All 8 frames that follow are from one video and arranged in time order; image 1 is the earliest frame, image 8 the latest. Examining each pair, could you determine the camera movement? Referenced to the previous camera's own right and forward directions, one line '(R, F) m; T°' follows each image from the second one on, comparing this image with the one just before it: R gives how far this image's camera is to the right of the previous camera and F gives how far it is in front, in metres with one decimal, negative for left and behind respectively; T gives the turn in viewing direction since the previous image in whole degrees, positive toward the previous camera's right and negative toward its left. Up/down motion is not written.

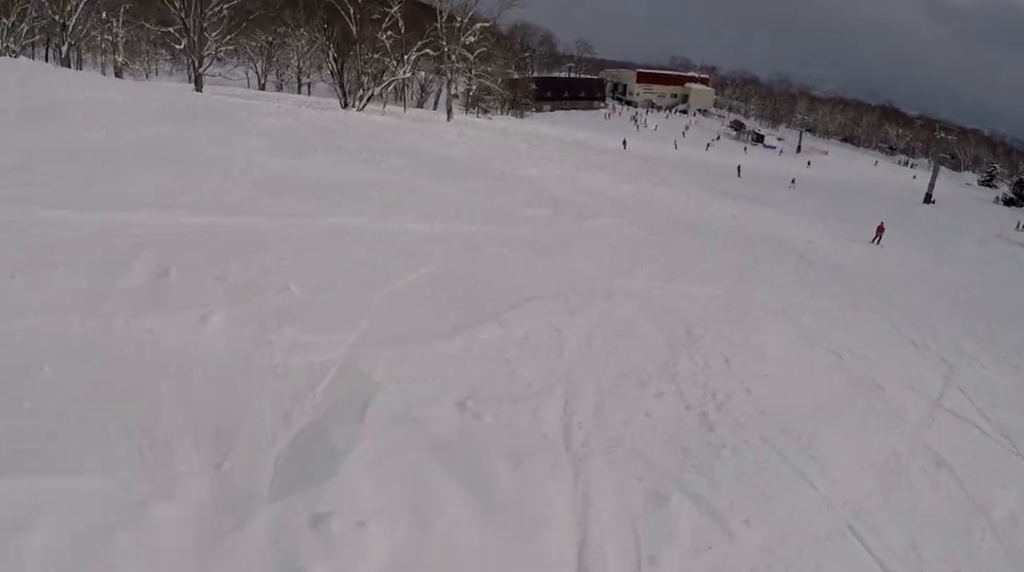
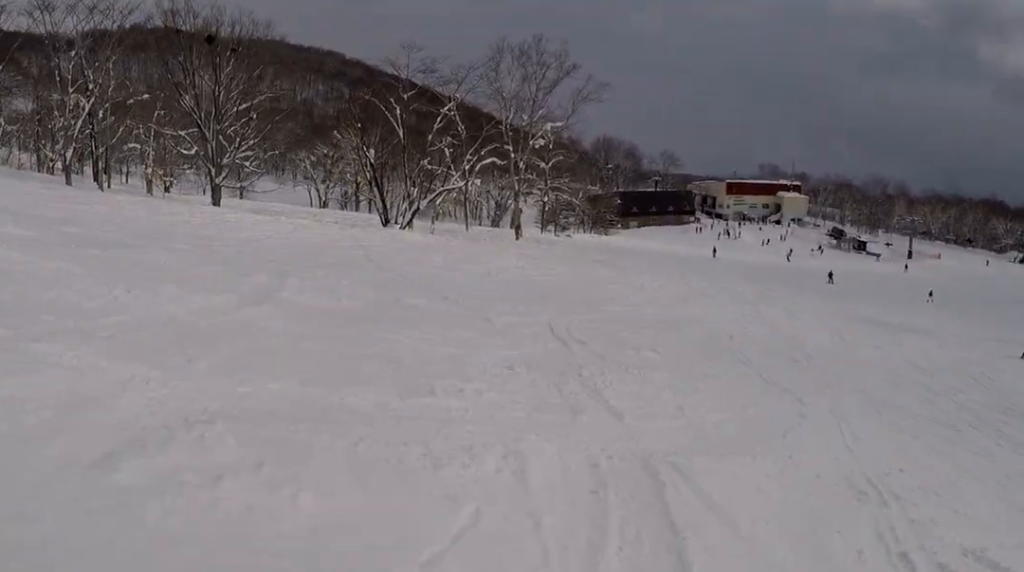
(-3.7, +13.0) m; -24°
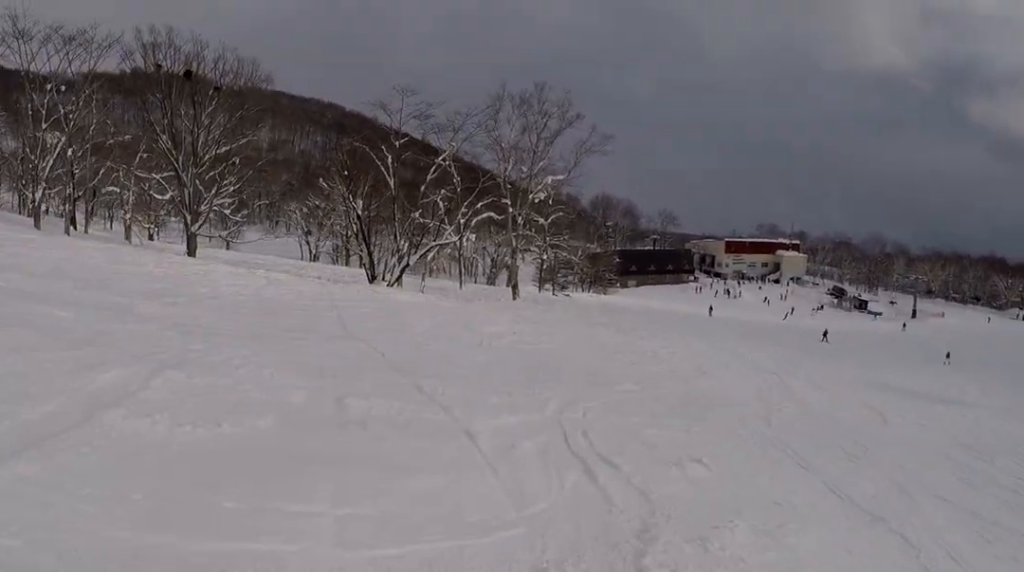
(-0.2, +4.8) m; -2°
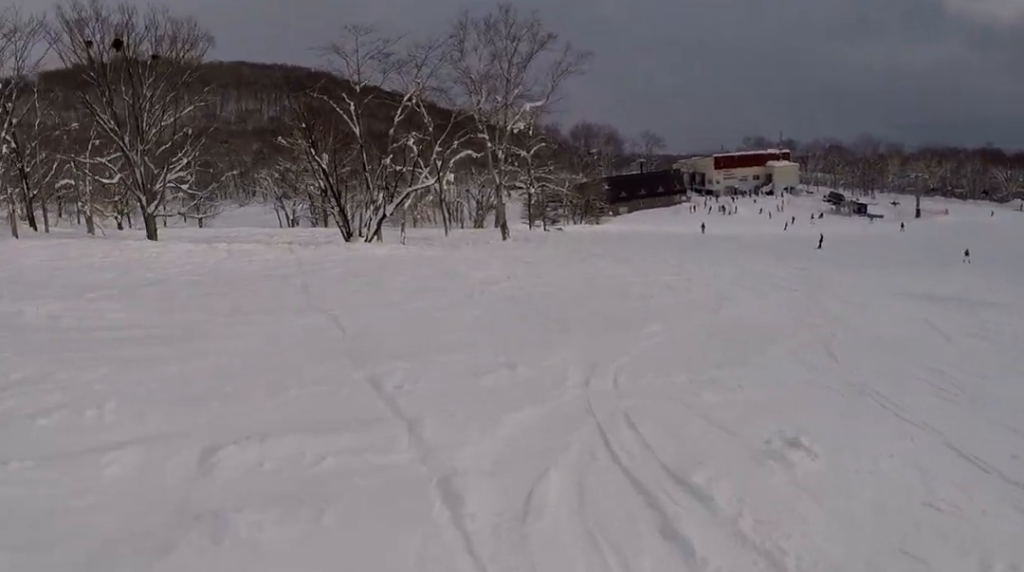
(0.0, +4.3) m; +4°
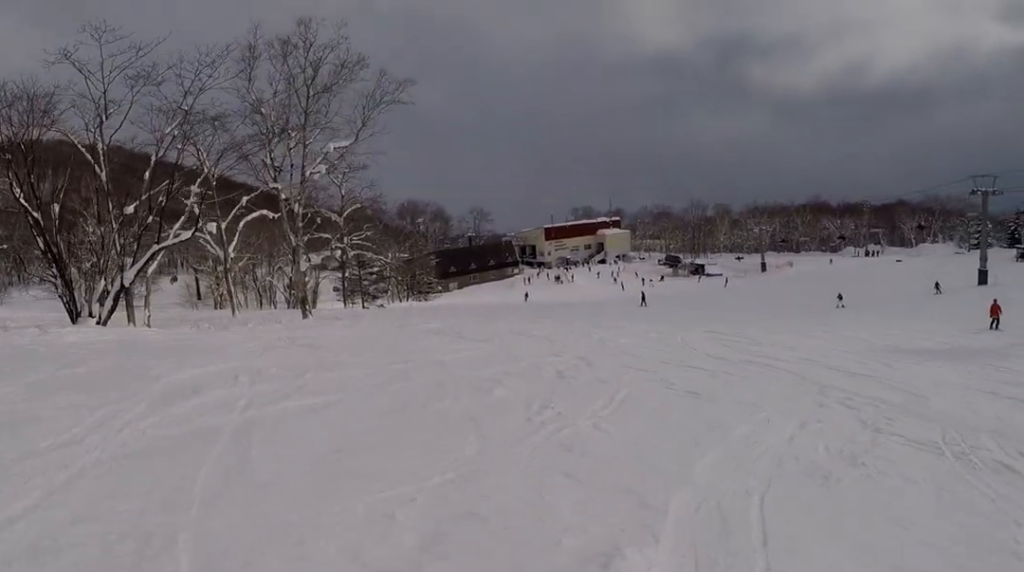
(+2.1, +13.4) m; +10°
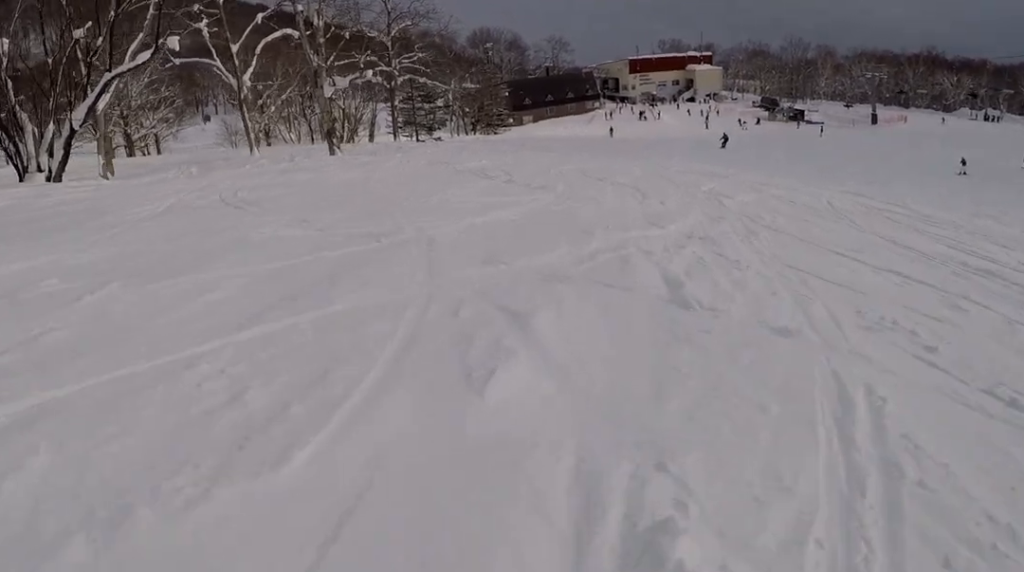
(-0.8, +7.6) m; -3°
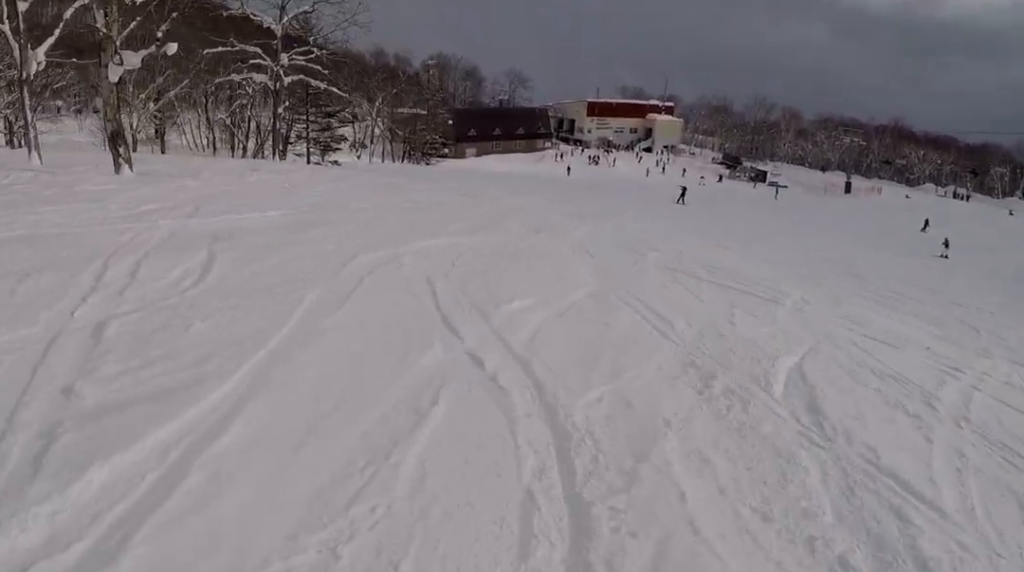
(+0.9, +14.0) m; +7°
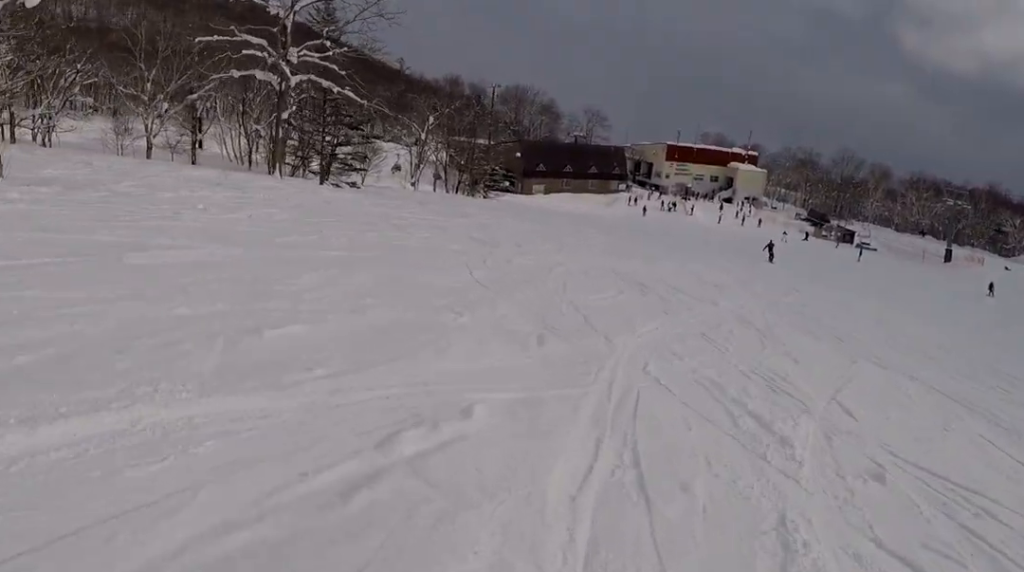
(+0.3, +9.5) m; -1°
